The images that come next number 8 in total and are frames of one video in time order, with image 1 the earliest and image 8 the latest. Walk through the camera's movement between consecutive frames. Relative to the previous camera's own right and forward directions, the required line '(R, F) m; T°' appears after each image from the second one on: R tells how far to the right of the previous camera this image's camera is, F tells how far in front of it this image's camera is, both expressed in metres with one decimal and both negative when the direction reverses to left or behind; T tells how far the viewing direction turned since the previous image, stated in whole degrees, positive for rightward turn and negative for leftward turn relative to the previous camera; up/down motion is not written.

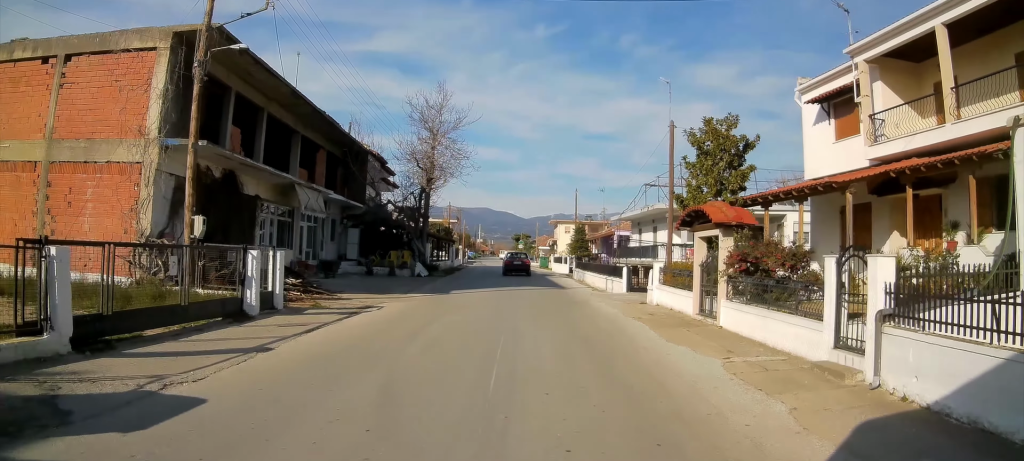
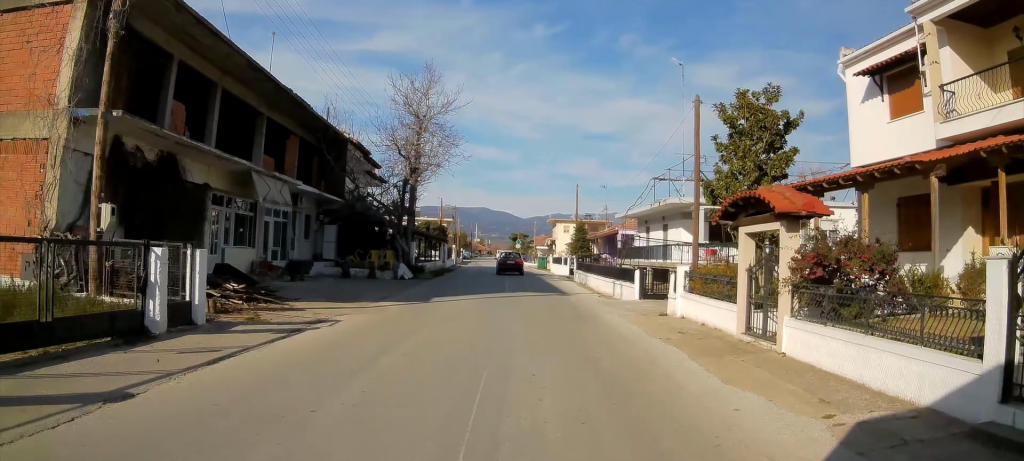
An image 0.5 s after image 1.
(0.0, +3.4) m; +1°
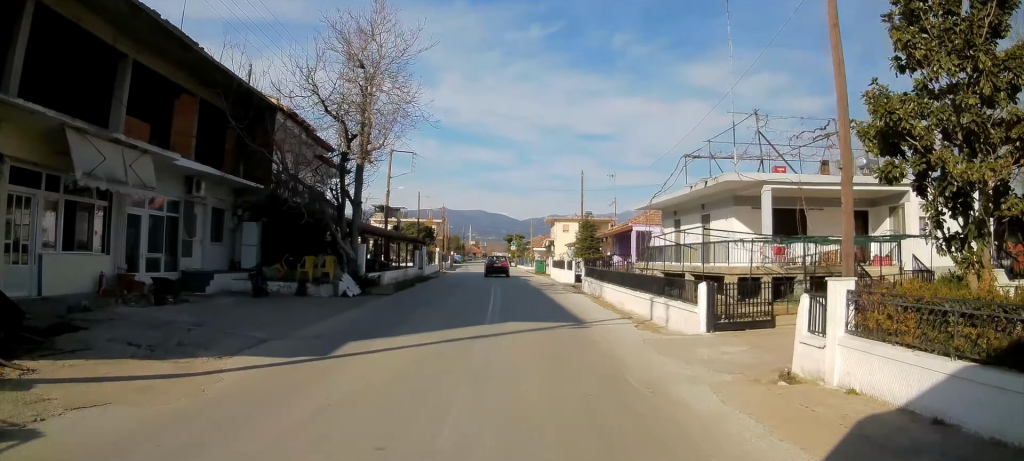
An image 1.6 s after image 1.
(+0.1, +8.2) m; +1°
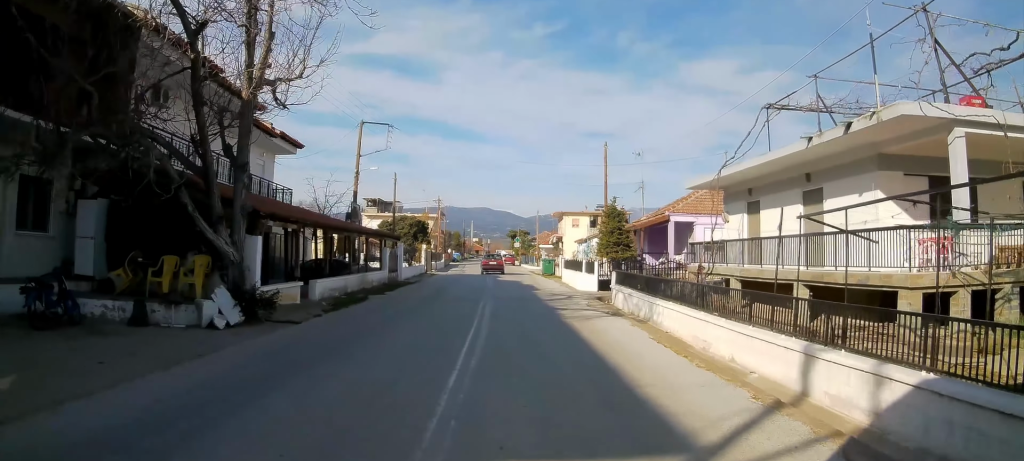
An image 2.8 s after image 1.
(+0.1, +8.7) m; 0°
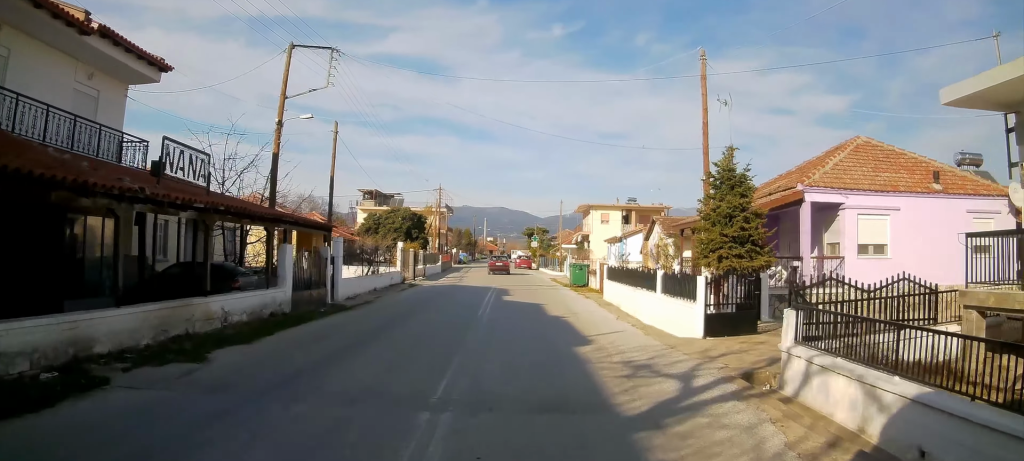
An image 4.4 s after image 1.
(-0.2, +13.5) m; -3°
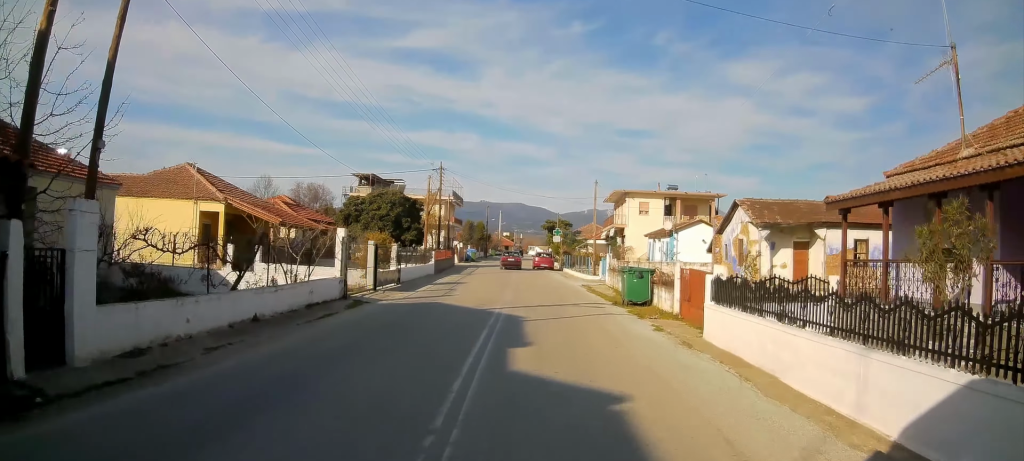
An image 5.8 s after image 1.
(-0.5, +12.8) m; -2°
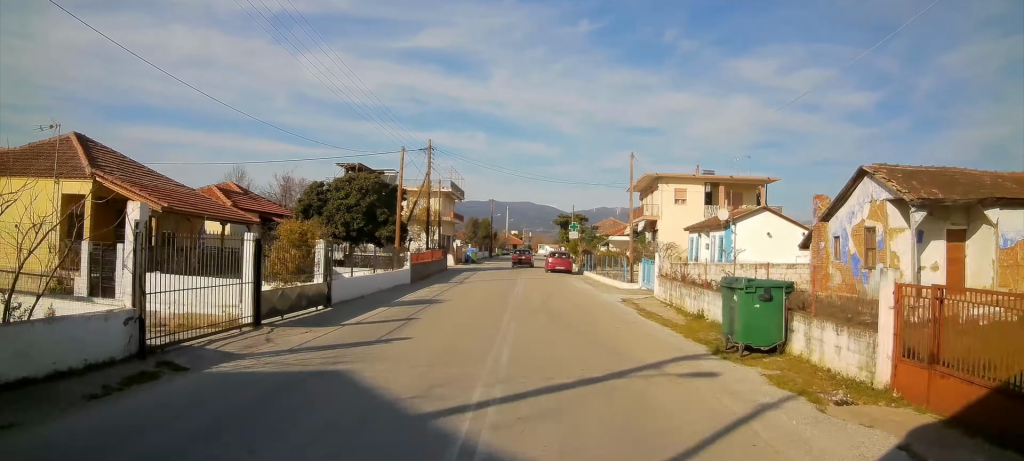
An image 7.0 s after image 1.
(+0.1, +10.0) m; 0°
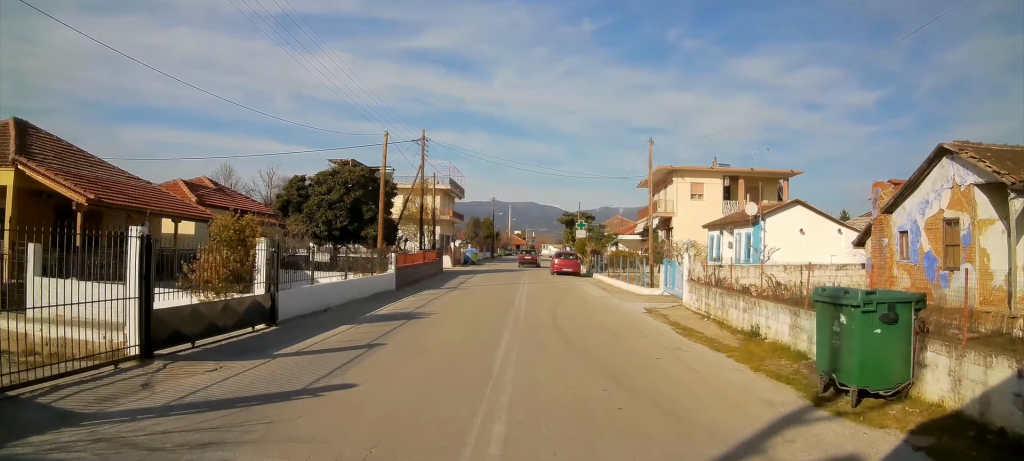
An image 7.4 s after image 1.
(0.0, +3.6) m; 0°
